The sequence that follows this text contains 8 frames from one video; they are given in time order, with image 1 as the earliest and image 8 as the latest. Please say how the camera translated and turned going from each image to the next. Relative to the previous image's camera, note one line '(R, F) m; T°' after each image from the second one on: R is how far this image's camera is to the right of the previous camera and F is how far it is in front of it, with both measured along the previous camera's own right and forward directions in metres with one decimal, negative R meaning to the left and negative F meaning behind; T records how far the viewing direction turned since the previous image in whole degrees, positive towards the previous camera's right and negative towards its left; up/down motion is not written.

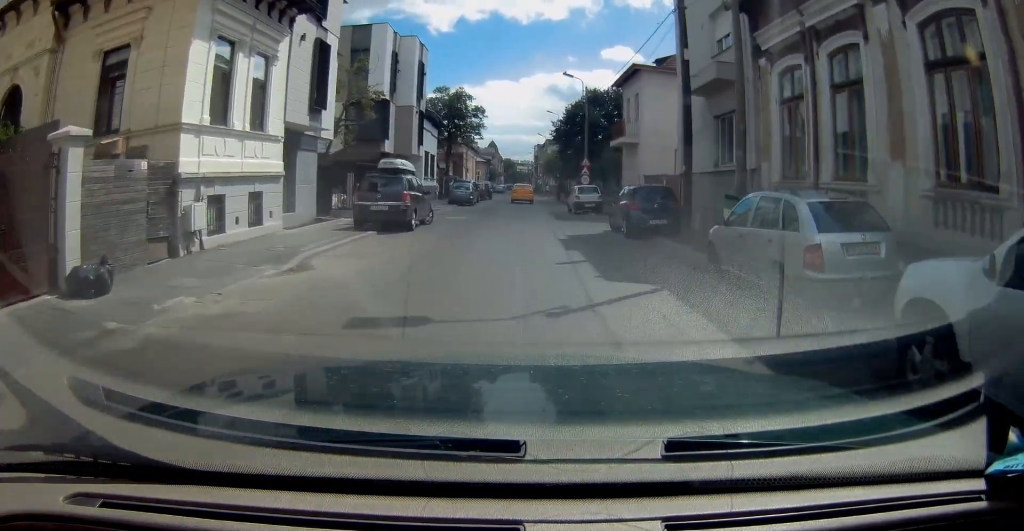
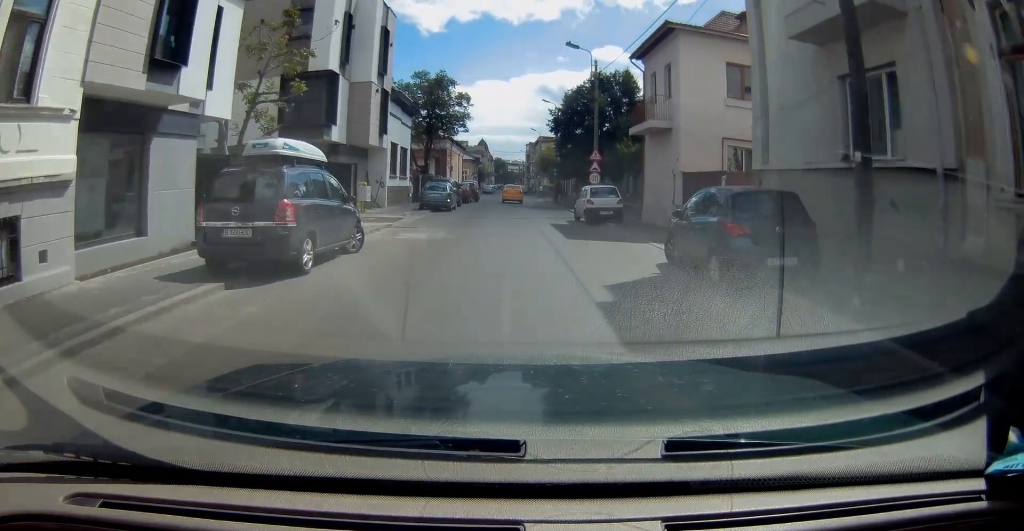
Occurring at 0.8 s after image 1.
(-0.1, +8.0) m; 0°
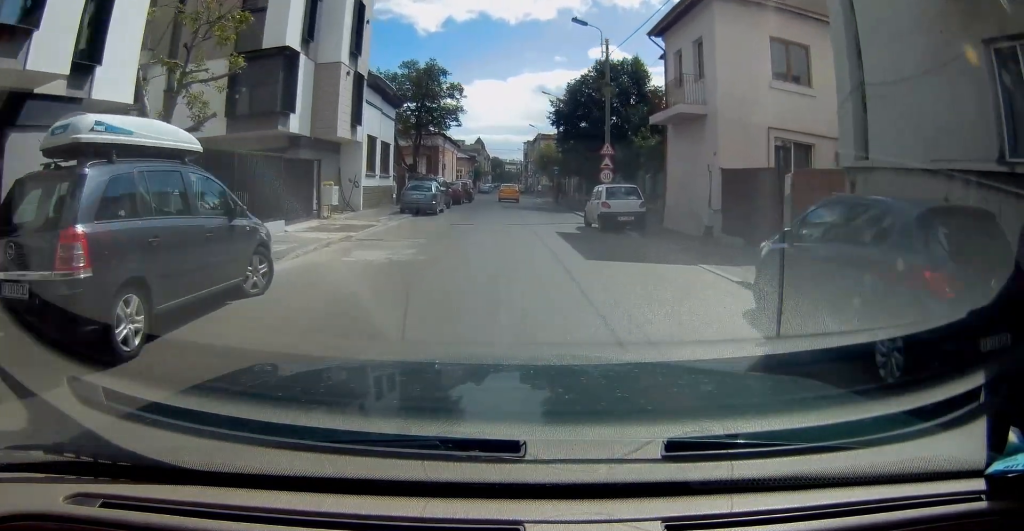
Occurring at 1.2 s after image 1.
(-0.2, +4.3) m; 0°
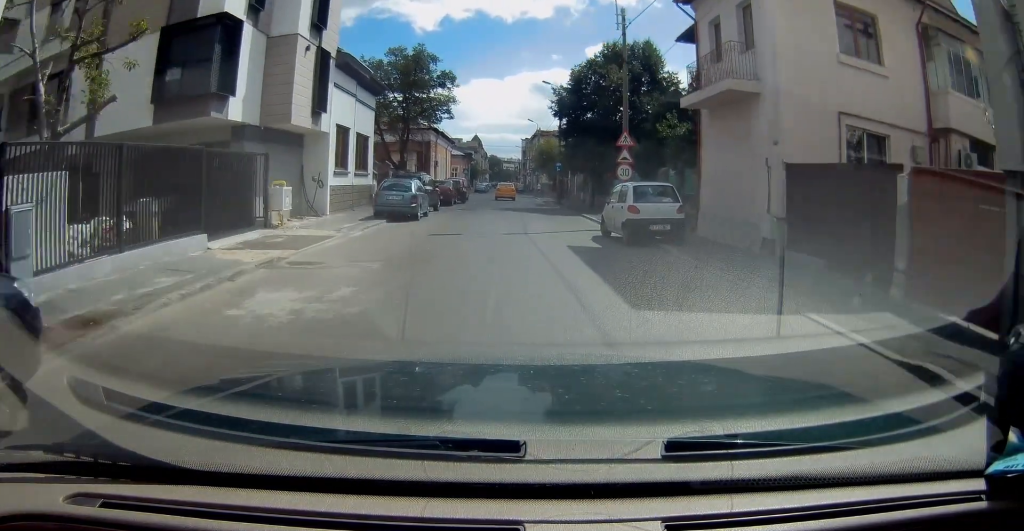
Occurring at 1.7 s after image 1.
(+0.1, +4.3) m; +1°
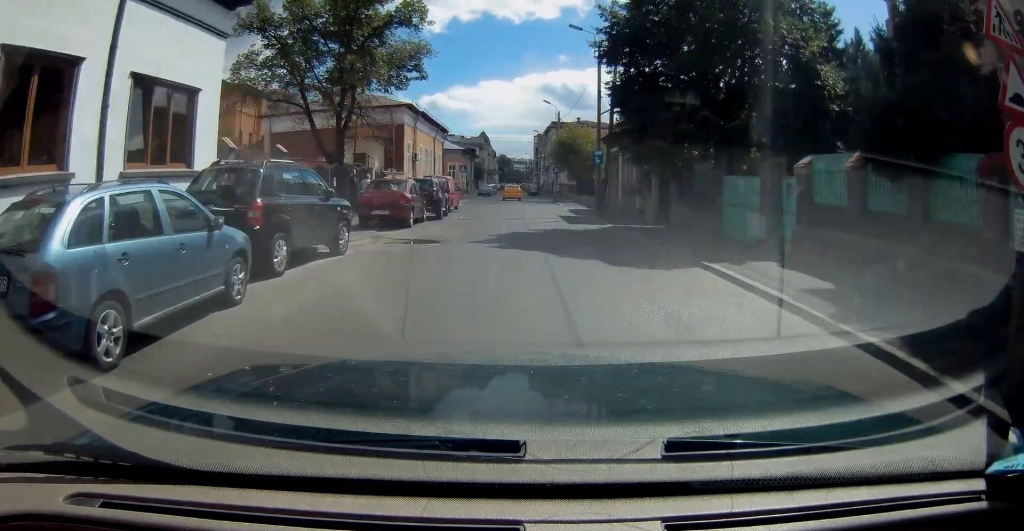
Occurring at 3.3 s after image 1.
(+0.5, +16.4) m; 0°
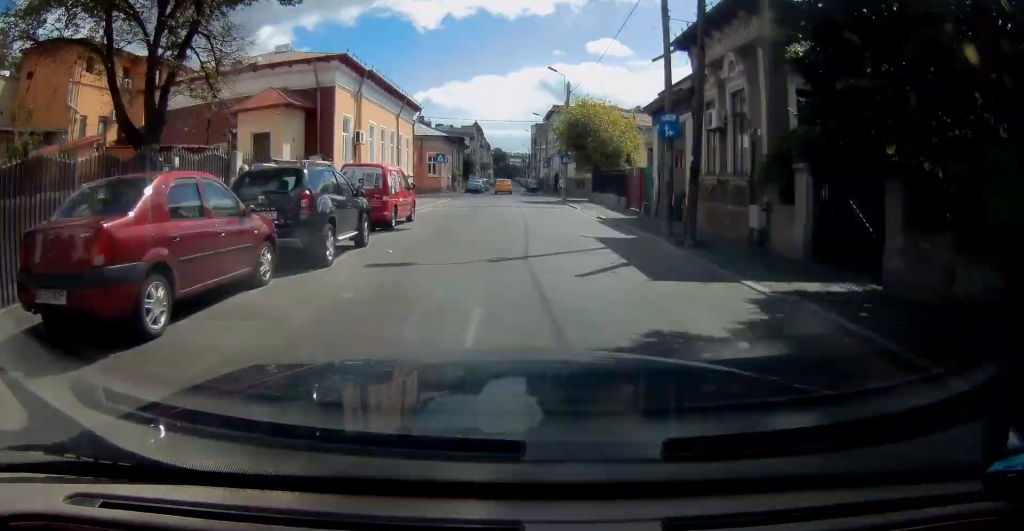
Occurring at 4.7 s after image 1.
(-0.5, +13.4) m; -2°
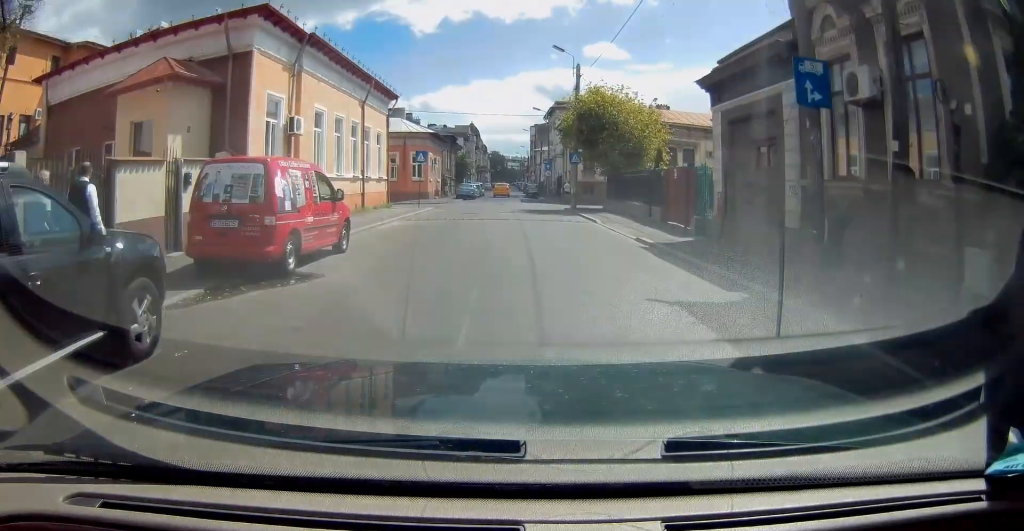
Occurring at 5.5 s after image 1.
(0.0, +7.4) m; +1°
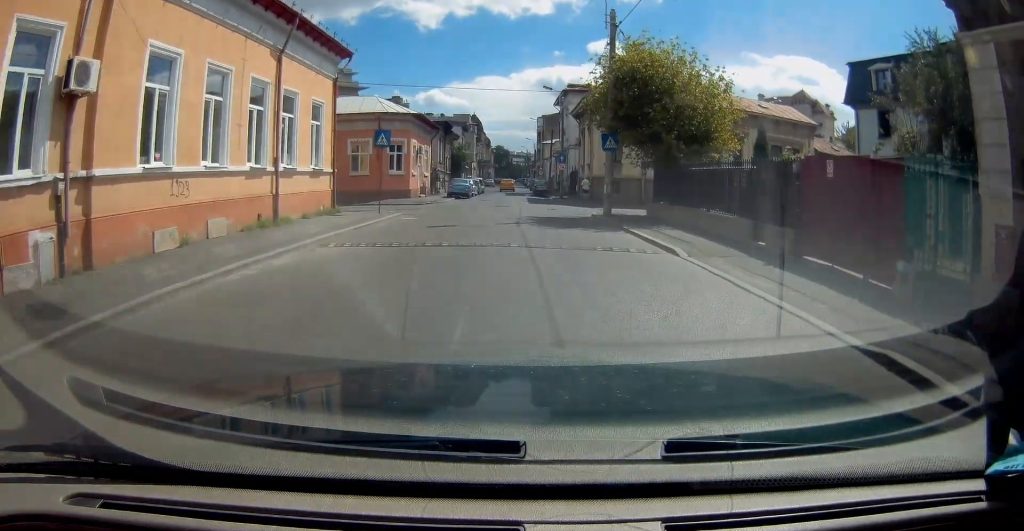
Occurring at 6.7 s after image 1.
(+0.2, +10.1) m; -1°
